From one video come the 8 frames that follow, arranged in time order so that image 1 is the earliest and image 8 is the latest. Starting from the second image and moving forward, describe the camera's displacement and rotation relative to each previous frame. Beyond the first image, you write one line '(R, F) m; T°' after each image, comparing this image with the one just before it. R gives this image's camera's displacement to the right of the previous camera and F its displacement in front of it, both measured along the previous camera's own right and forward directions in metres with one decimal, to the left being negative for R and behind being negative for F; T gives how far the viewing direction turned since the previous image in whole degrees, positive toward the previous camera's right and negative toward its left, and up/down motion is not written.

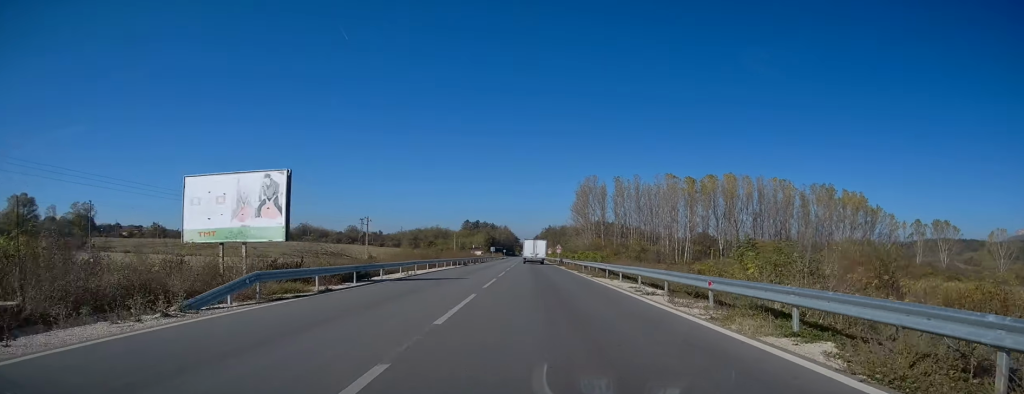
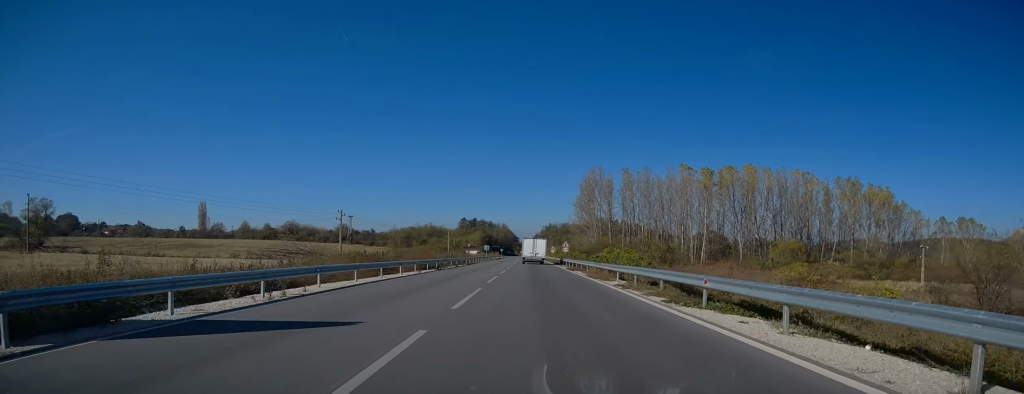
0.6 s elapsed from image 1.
(+0.1, +15.7) m; 0°
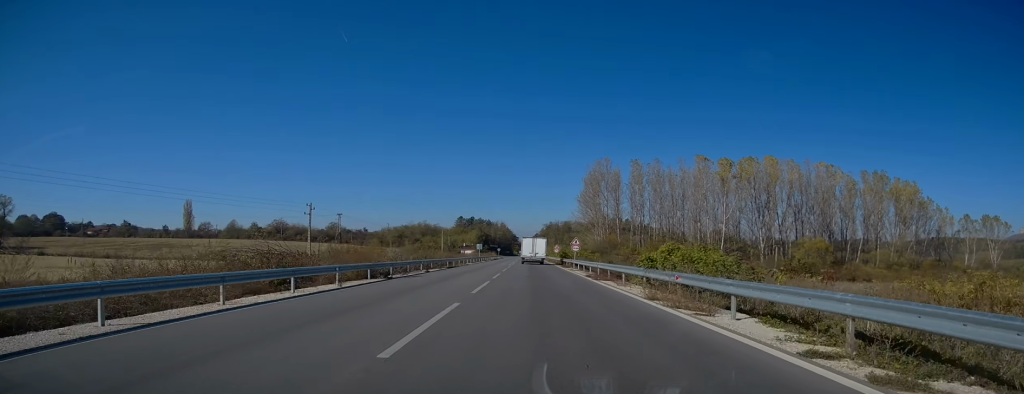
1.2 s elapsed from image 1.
(-0.1, +14.0) m; 0°
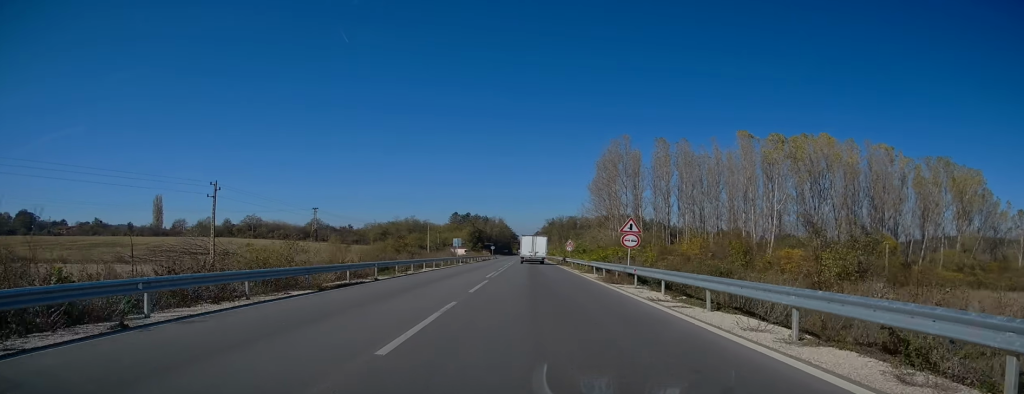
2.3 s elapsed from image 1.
(-0.2, +27.1) m; +1°
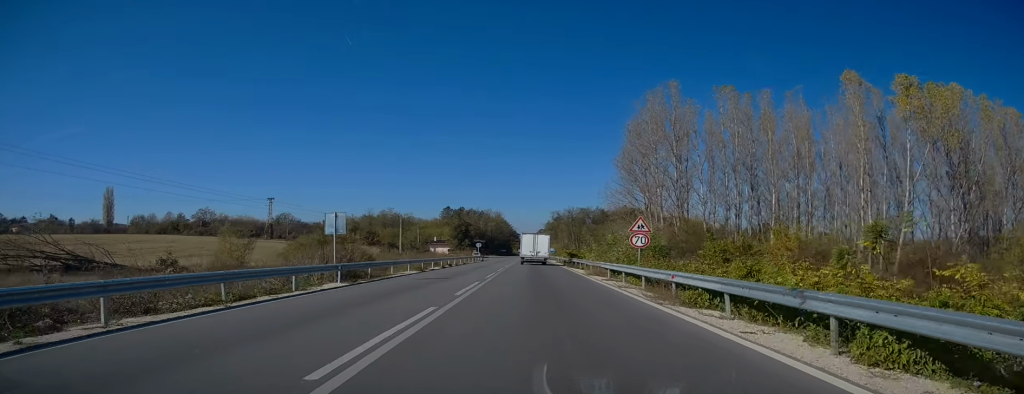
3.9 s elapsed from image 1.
(+0.3, +37.7) m; 0°
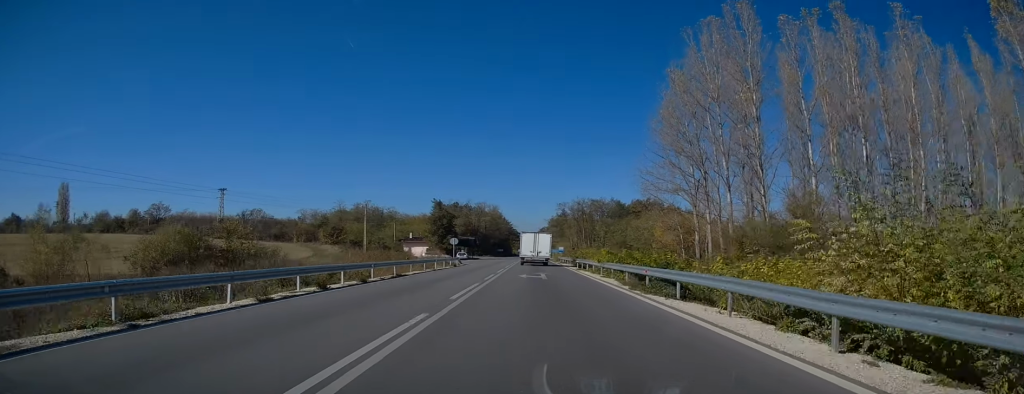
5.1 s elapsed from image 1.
(-0.2, +29.1) m; 0°
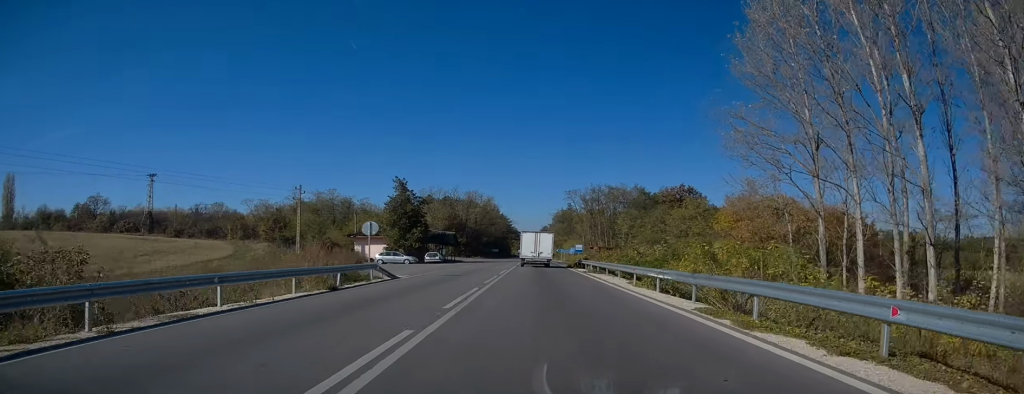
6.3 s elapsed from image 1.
(0.0, +28.5) m; 0°
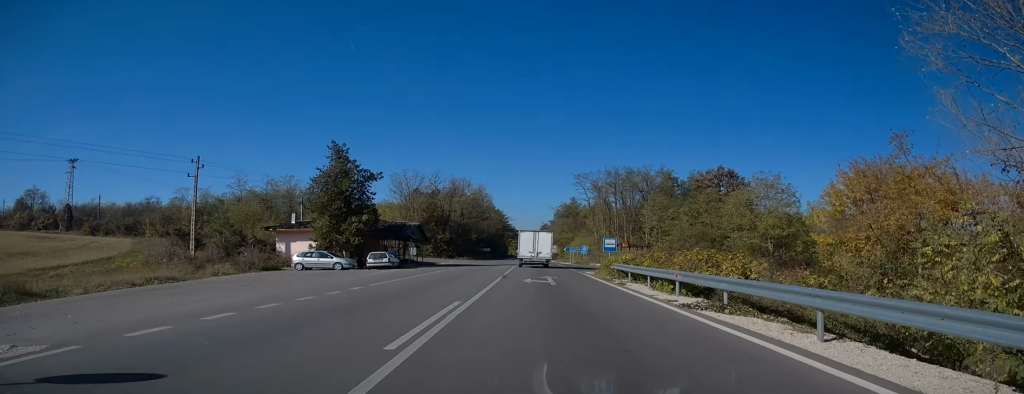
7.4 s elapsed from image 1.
(+0.1, +23.5) m; 0°
